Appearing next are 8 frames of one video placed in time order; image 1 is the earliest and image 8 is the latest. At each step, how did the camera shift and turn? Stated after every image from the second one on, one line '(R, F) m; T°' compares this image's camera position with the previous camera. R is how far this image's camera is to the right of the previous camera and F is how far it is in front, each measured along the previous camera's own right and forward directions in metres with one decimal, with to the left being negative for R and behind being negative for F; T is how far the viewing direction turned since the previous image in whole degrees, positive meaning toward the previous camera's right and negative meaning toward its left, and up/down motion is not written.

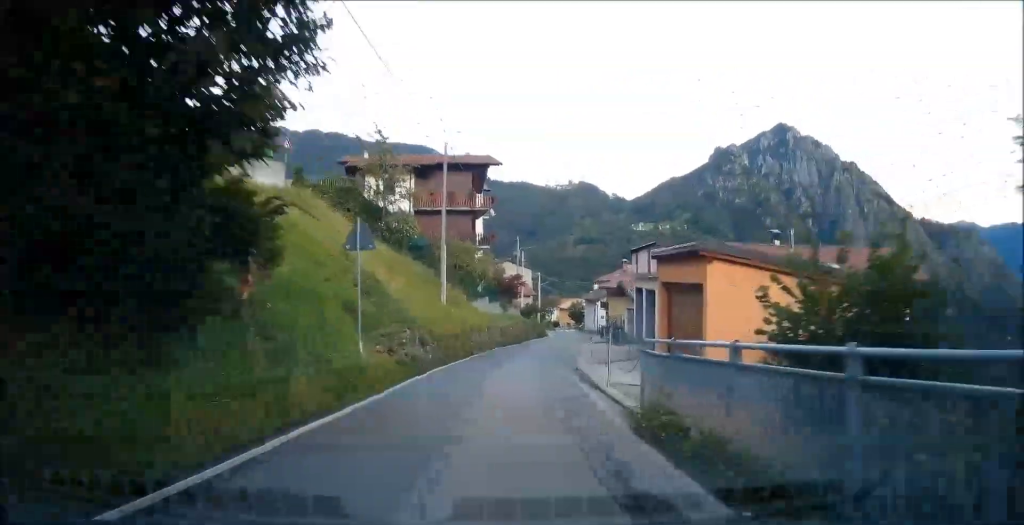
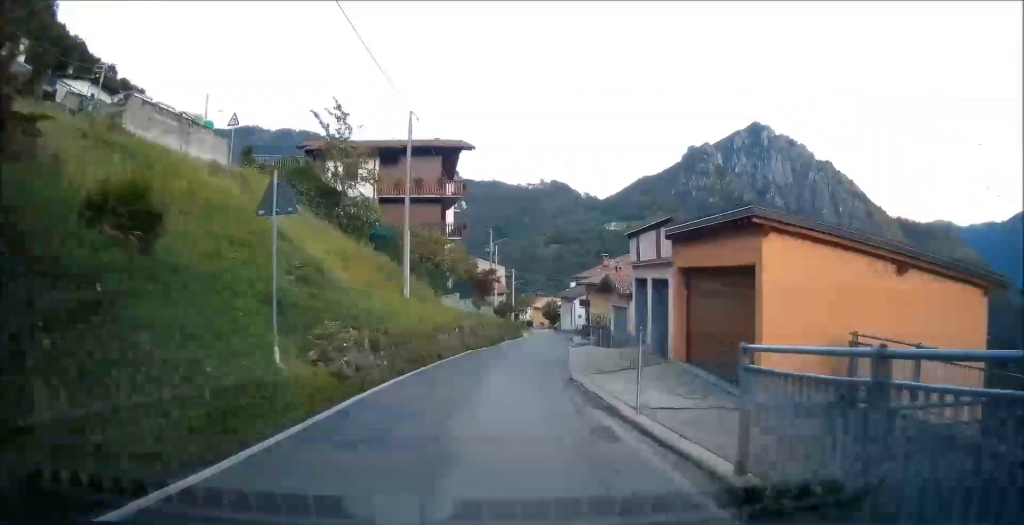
(+0.2, +4.5) m; +1°
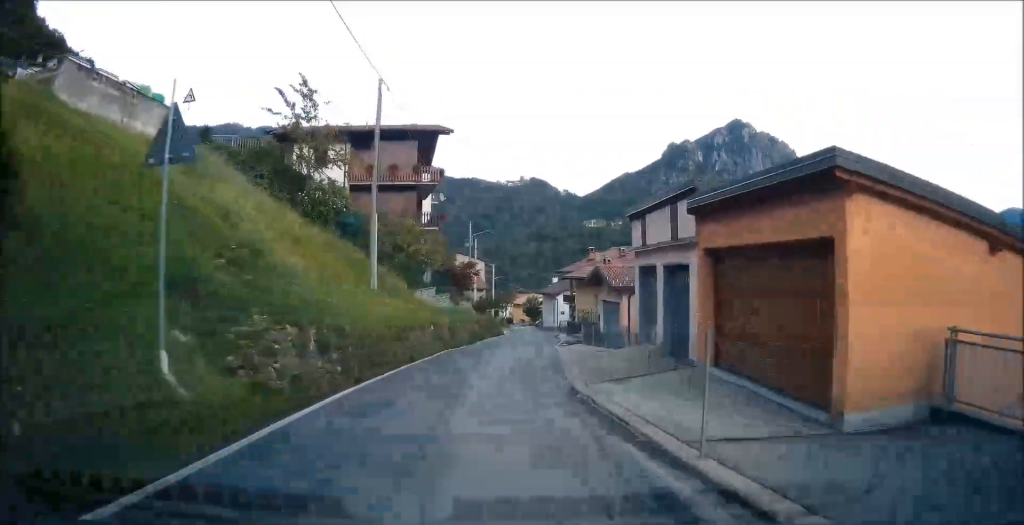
(-0.1, +3.4) m; -1°
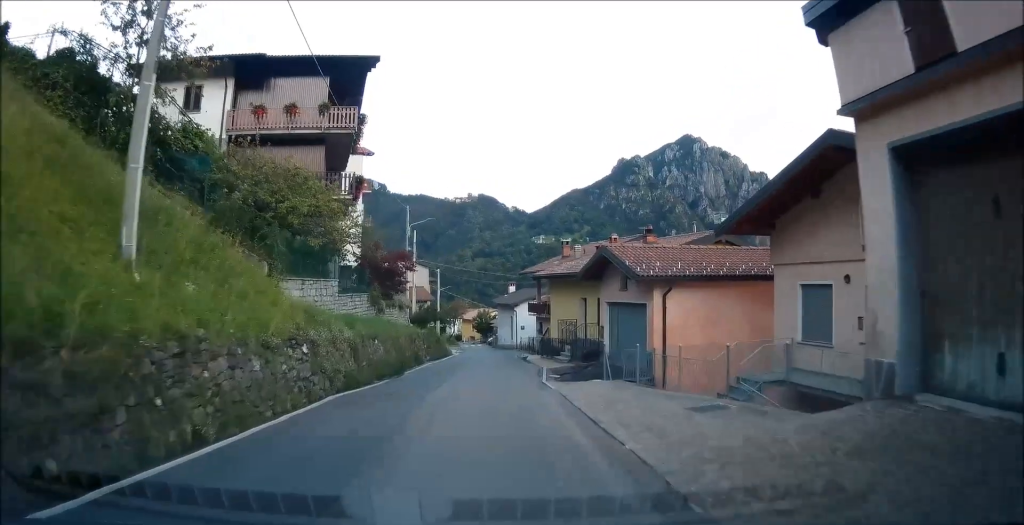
(-0.4, +13.7) m; -2°
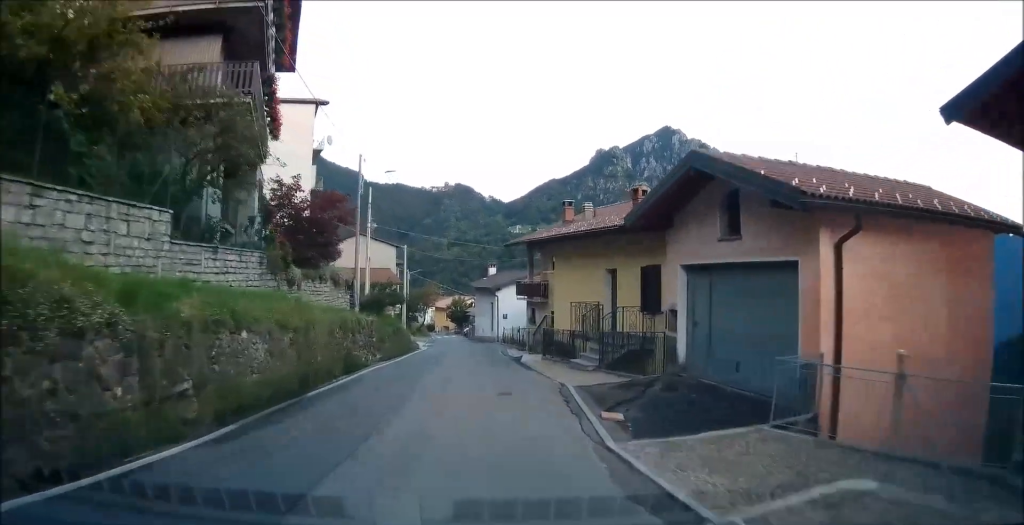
(+0.4, +10.4) m; +5°
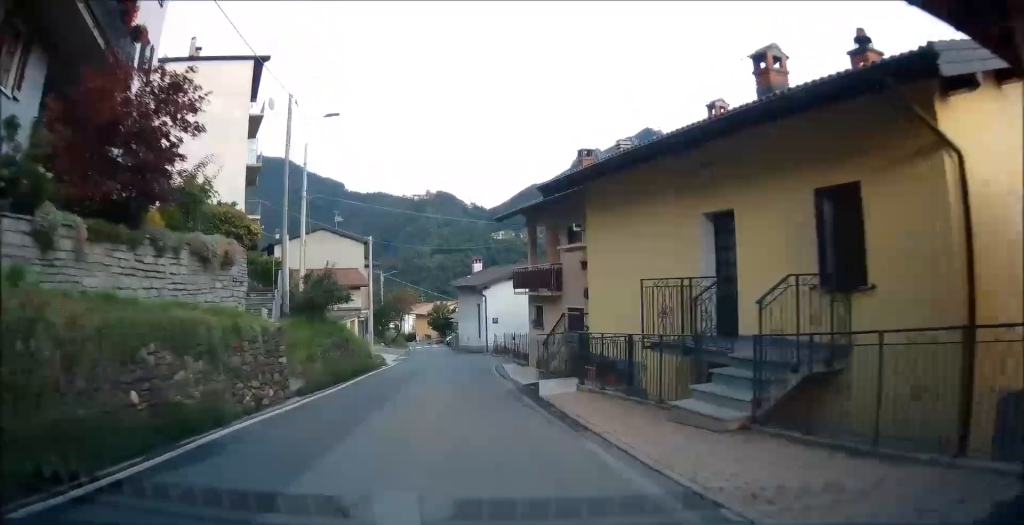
(+0.2, +10.1) m; +3°
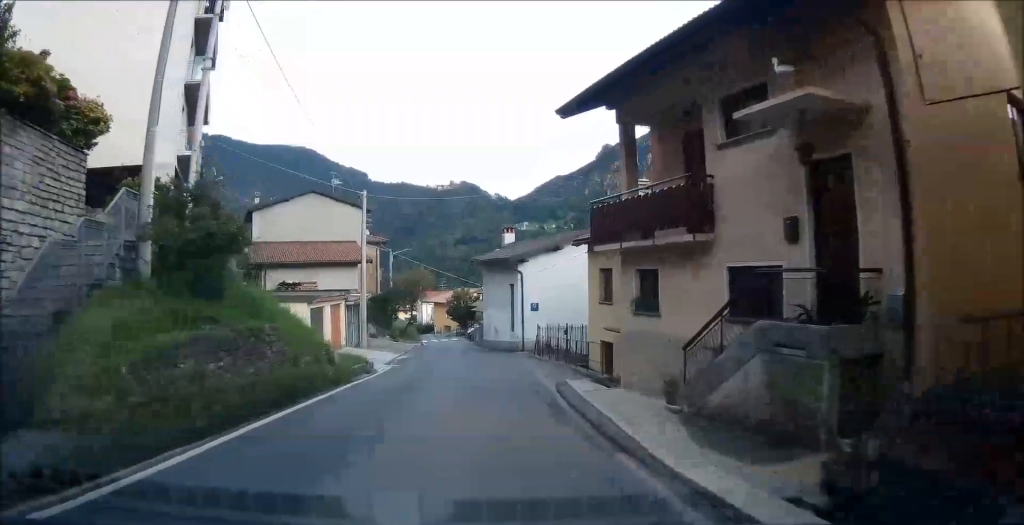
(-0.3, +12.1) m; -5°
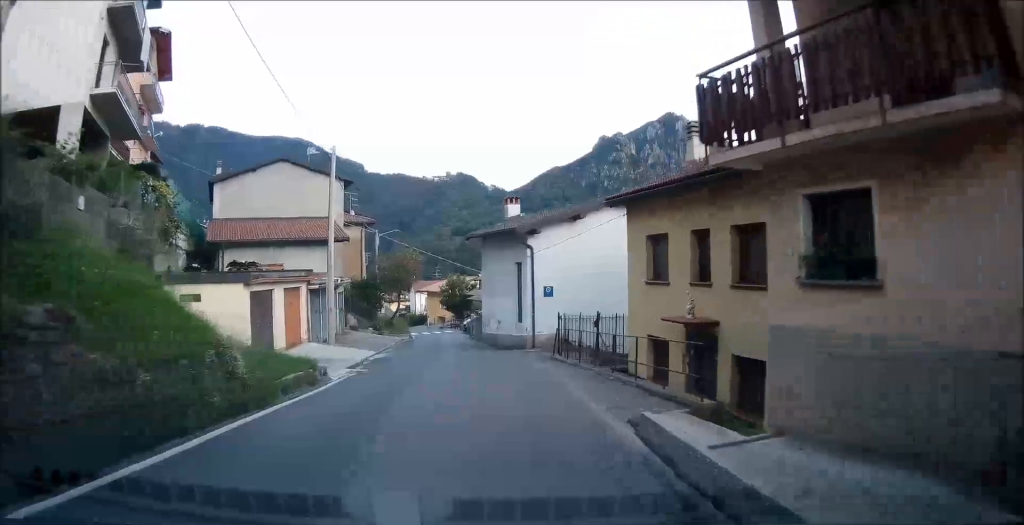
(-0.3, +6.9) m; 0°
